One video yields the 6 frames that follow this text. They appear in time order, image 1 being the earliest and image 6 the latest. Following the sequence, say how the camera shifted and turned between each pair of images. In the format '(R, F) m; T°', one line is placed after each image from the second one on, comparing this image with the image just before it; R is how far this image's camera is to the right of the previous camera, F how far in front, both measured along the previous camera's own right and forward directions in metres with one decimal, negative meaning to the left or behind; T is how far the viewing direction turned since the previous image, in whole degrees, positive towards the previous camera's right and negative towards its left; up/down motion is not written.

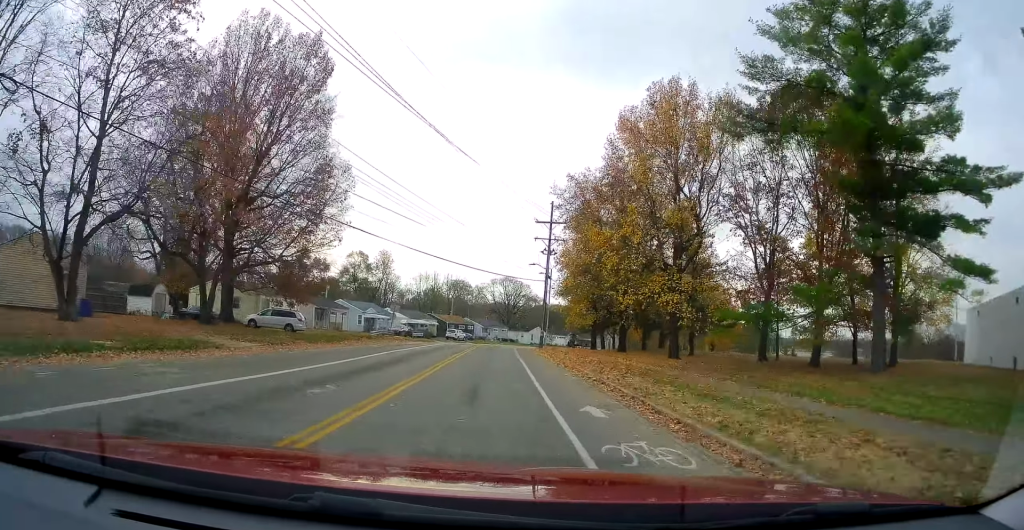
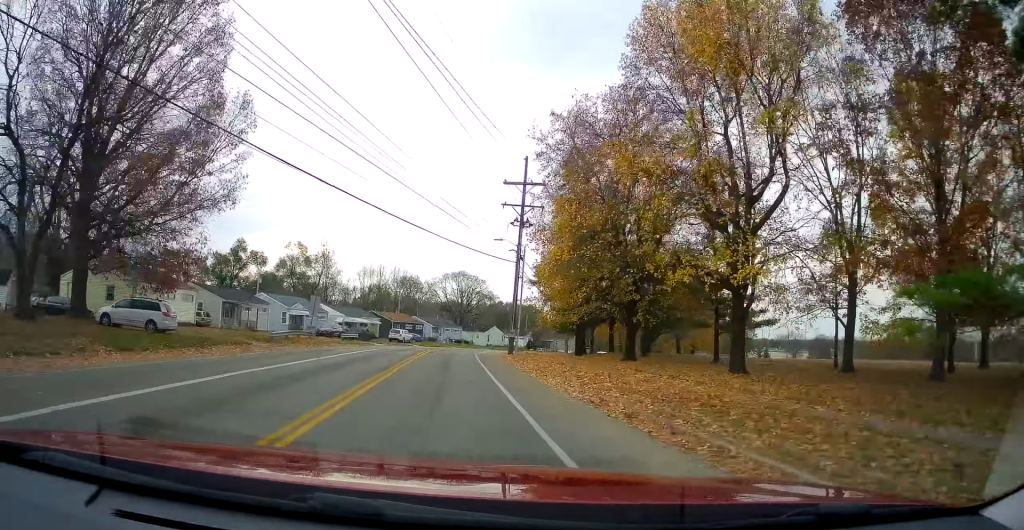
(+1.1, +9.6) m; +15°
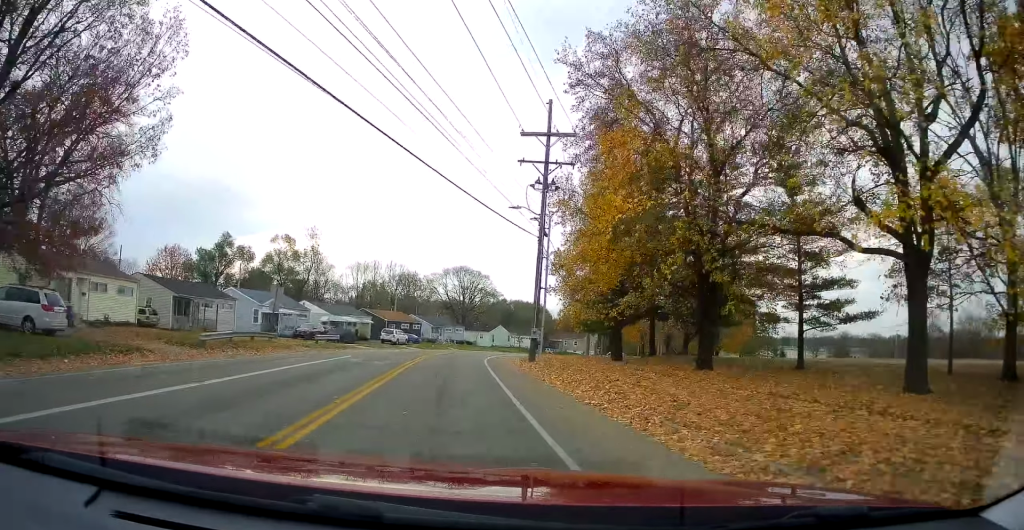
(+0.6, +8.4) m; +9°
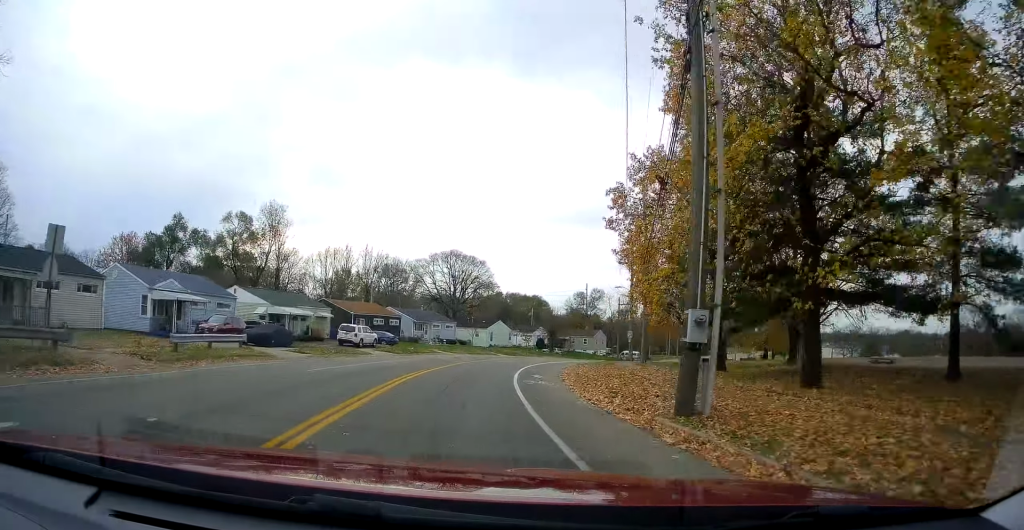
(+1.5, +17.9) m; +4°
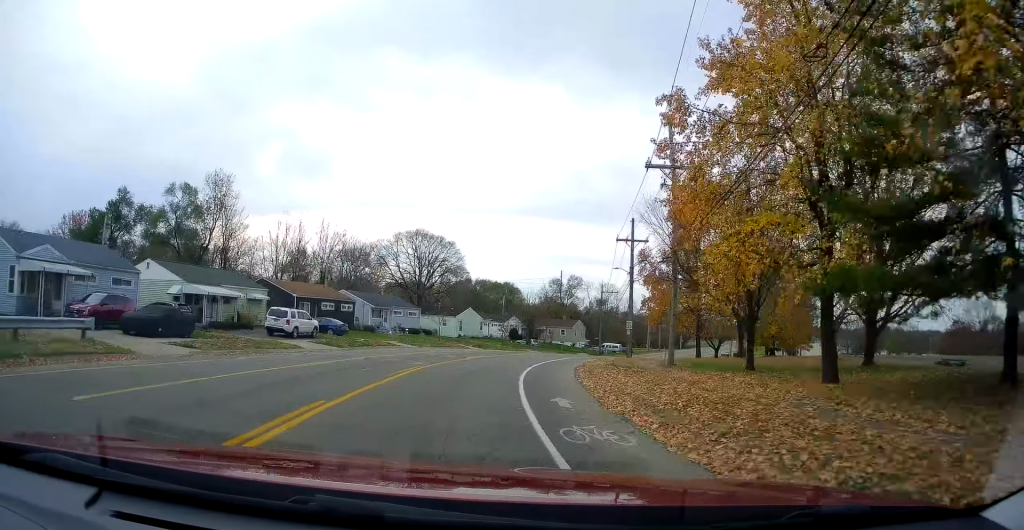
(-0.4, +9.4) m; -1°
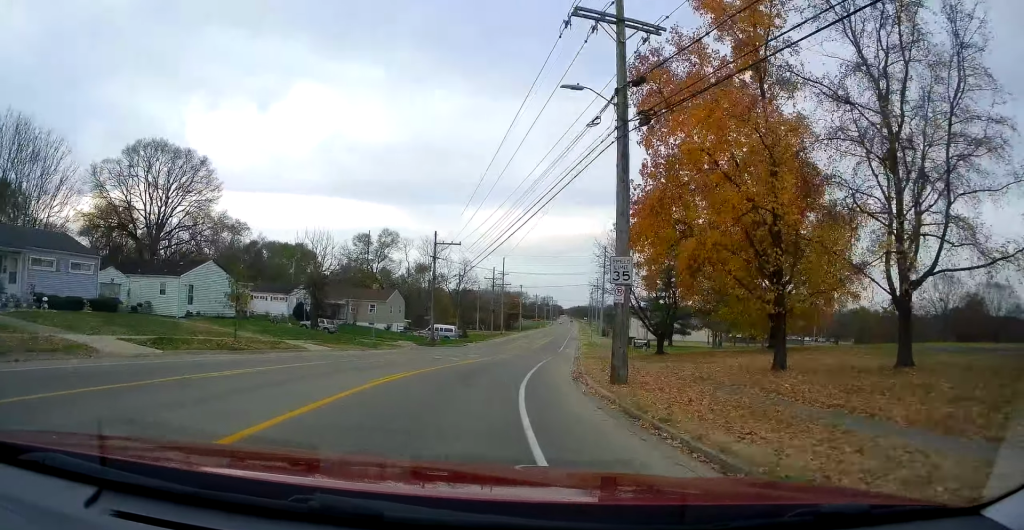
(+2.9, +37.4) m; +13°
